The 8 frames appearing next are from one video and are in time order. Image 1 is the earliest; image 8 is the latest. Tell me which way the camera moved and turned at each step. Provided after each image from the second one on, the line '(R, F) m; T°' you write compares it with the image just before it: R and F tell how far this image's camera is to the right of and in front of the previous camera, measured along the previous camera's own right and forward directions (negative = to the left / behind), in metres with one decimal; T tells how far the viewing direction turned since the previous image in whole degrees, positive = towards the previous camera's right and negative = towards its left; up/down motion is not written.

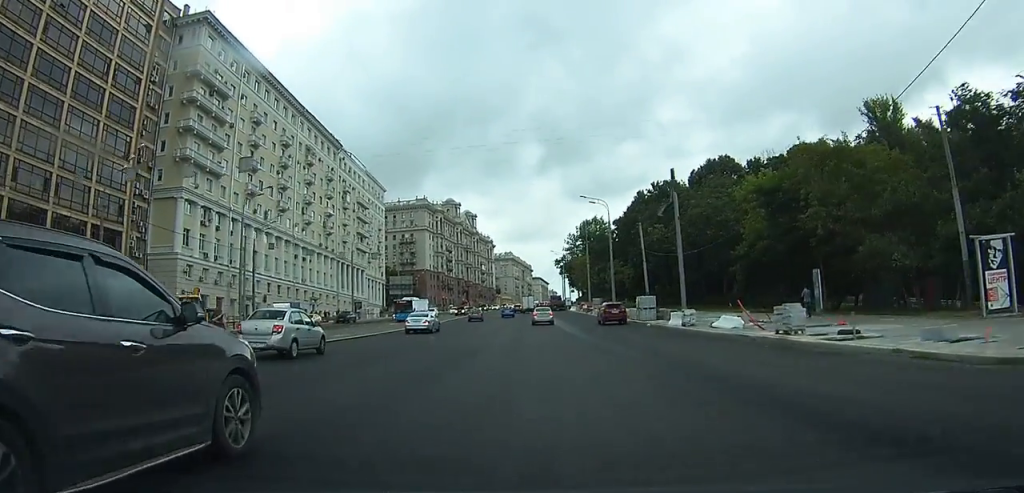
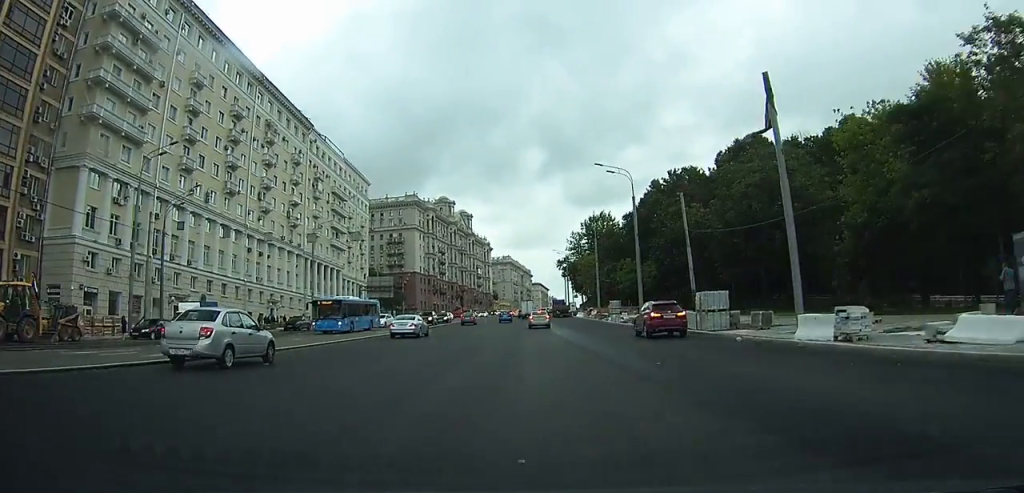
(0.0, +17.6) m; 0°
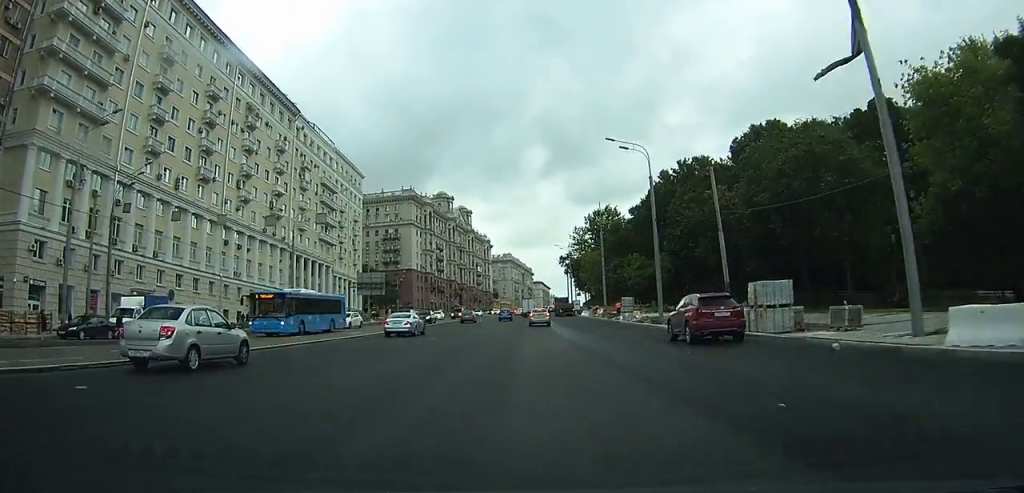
(0.0, +7.3) m; 0°
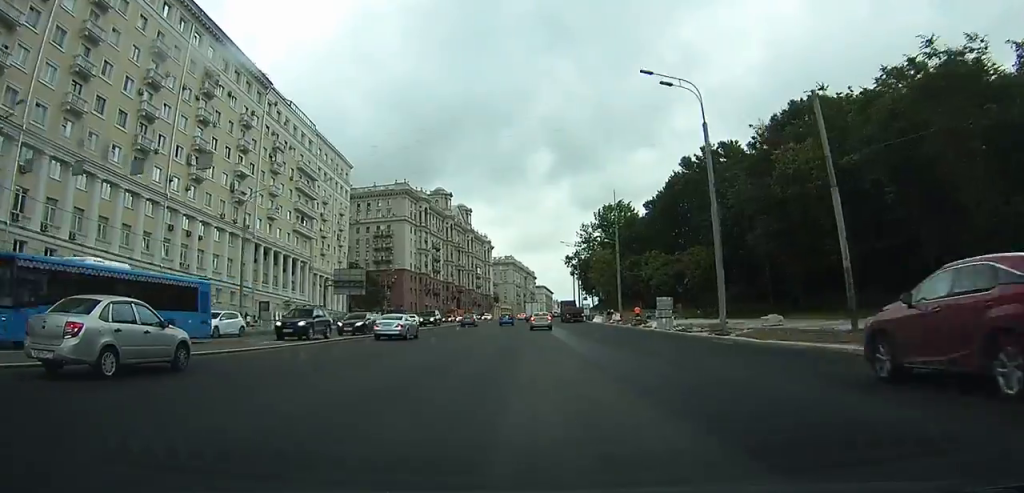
(-0.1, +14.1) m; -1°
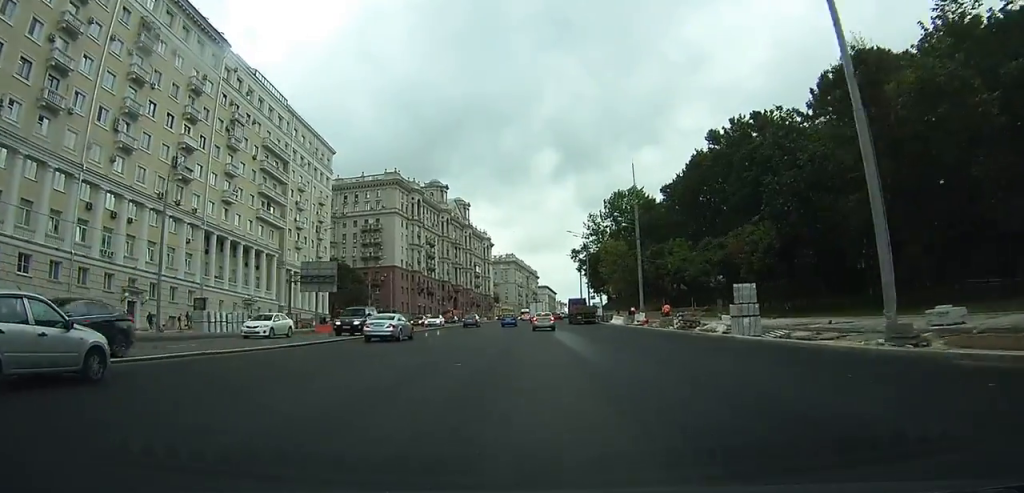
(-0.1, +14.7) m; 0°
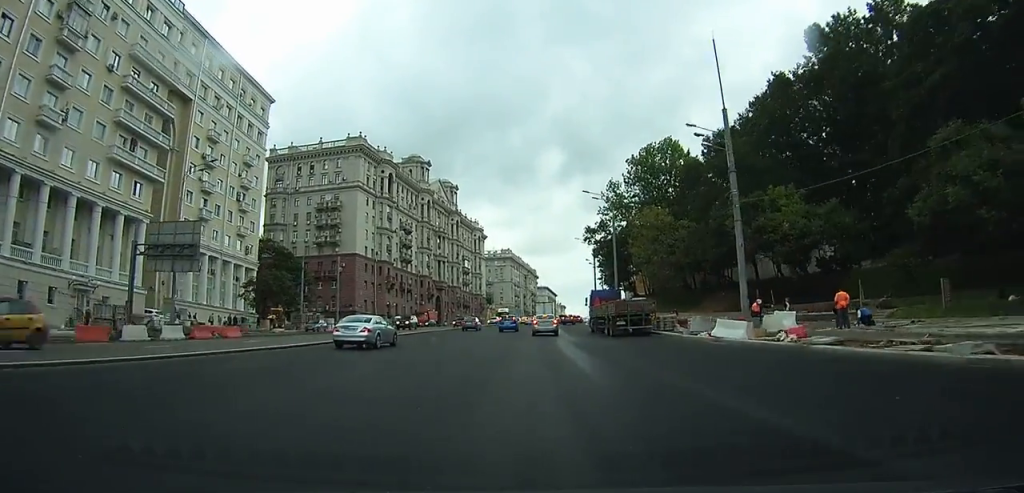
(+0.1, +33.6) m; 0°
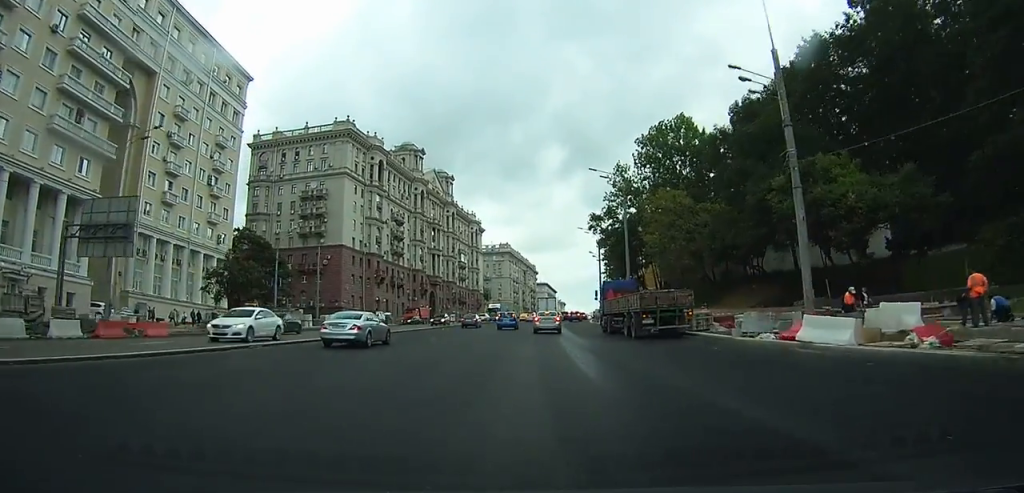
(0.0, +8.4) m; 0°
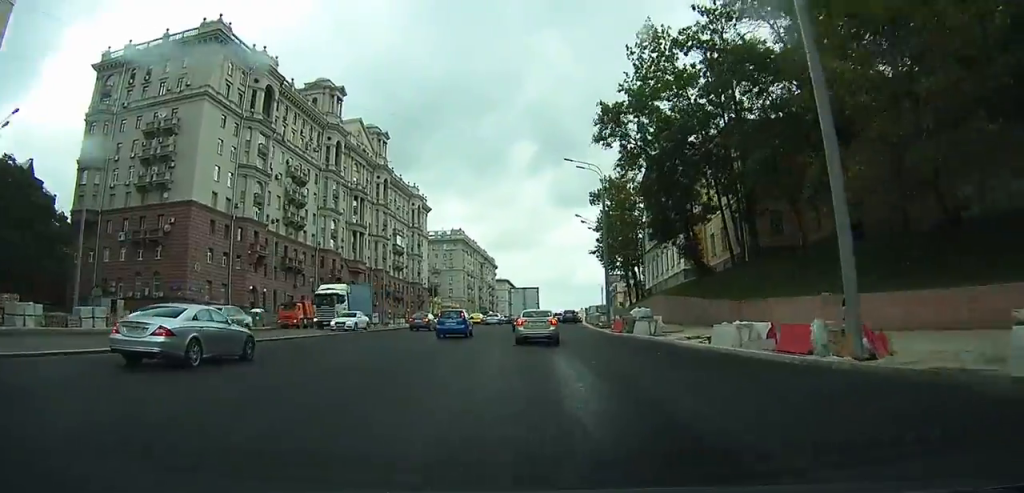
(+0.9, +41.7) m; +4°
